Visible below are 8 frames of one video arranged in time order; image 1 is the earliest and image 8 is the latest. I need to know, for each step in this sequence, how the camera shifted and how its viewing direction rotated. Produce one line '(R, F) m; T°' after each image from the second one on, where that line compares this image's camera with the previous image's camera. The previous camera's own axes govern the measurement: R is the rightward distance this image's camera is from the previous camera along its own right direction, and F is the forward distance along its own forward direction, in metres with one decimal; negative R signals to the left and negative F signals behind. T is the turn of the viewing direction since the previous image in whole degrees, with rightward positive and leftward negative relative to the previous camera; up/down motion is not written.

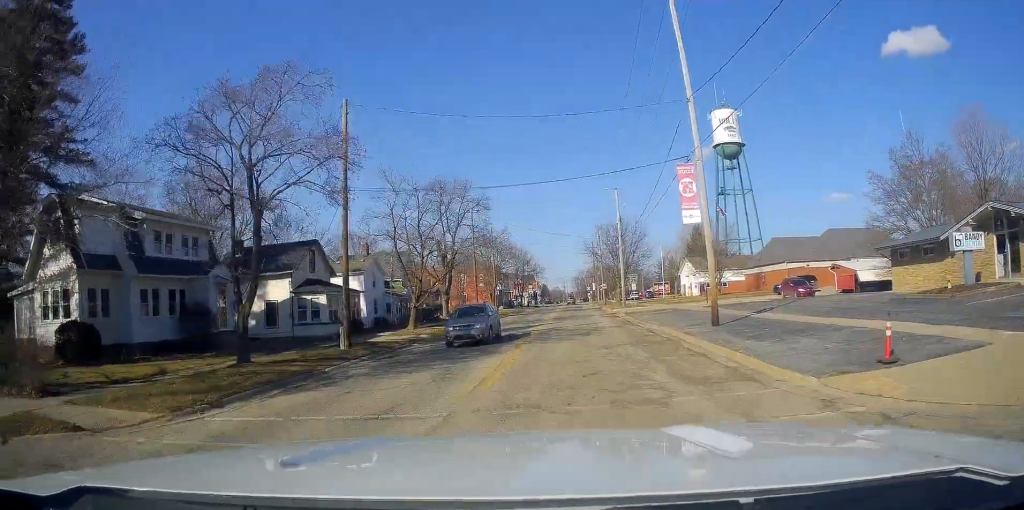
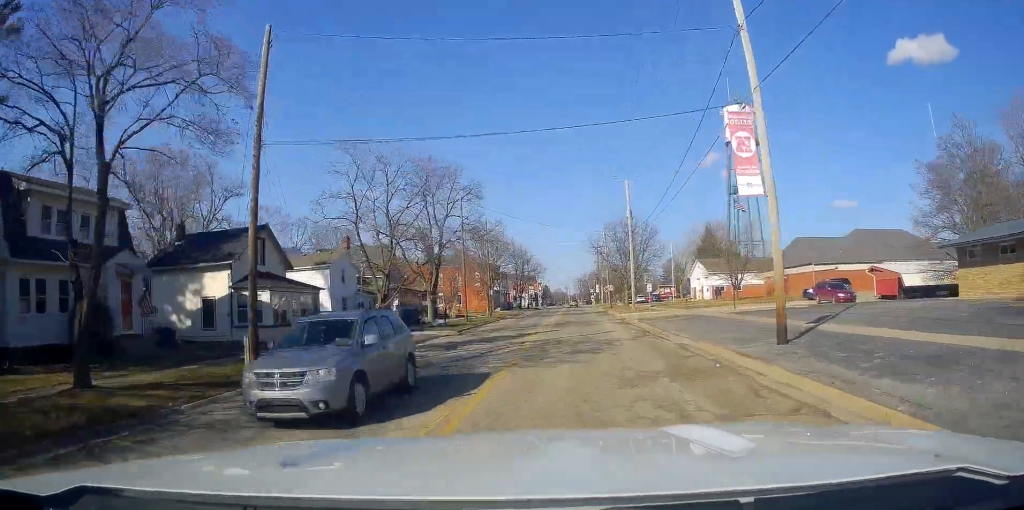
(0.0, +7.4) m; 0°
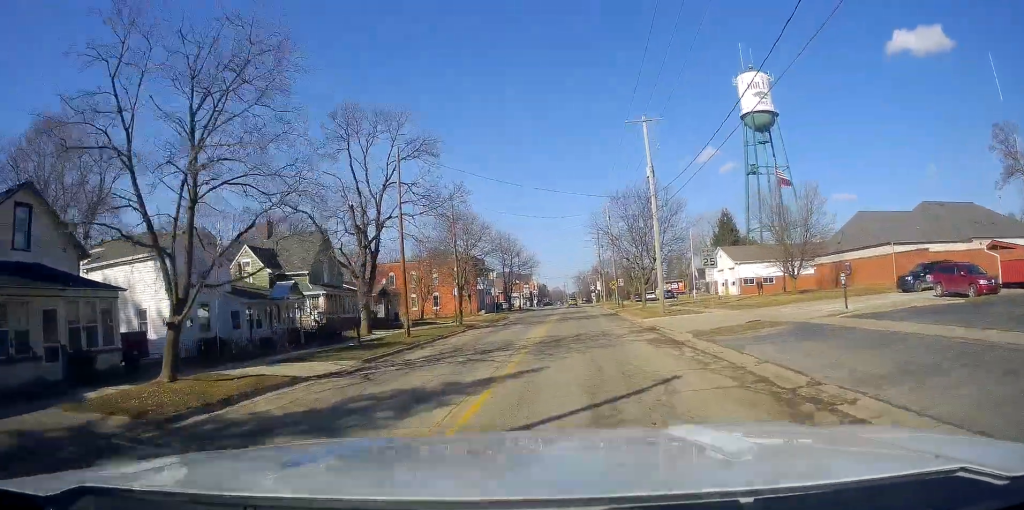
(+0.3, +16.9) m; +2°
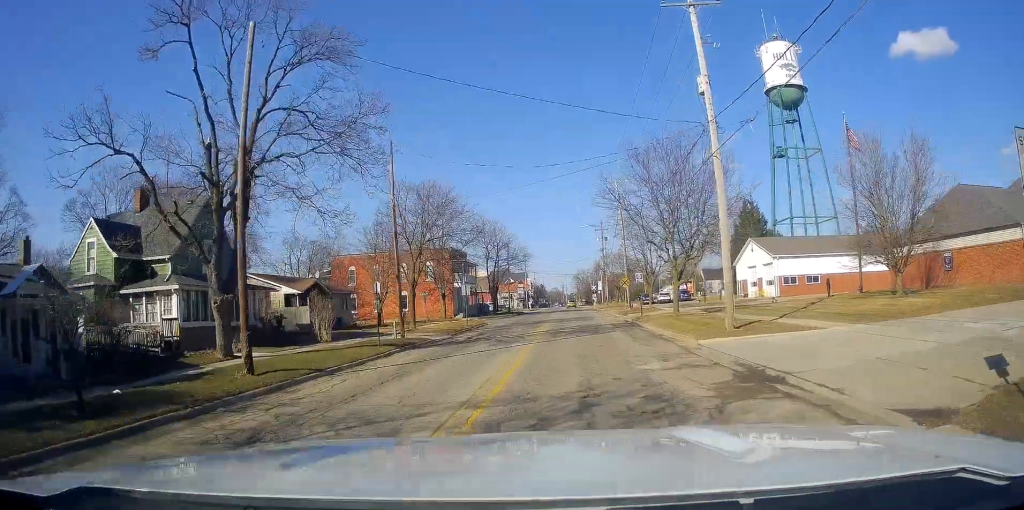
(0.0, +16.1) m; -2°
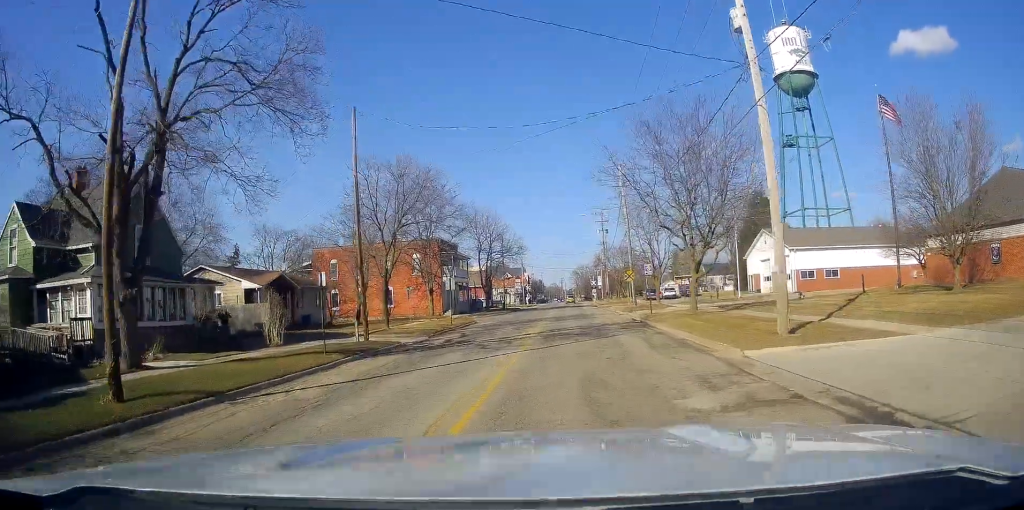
(+0.1, +5.5) m; -2°
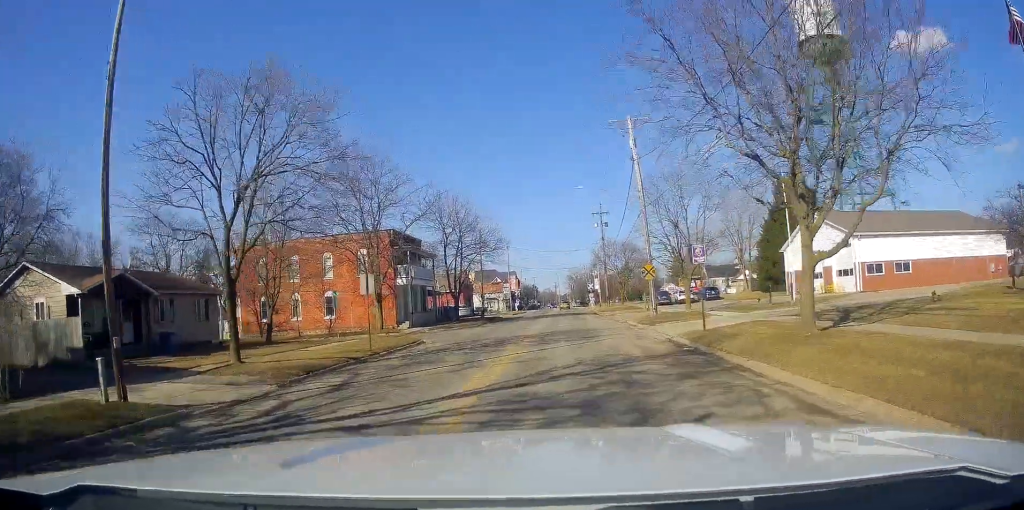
(-0.2, +15.3) m; +3°
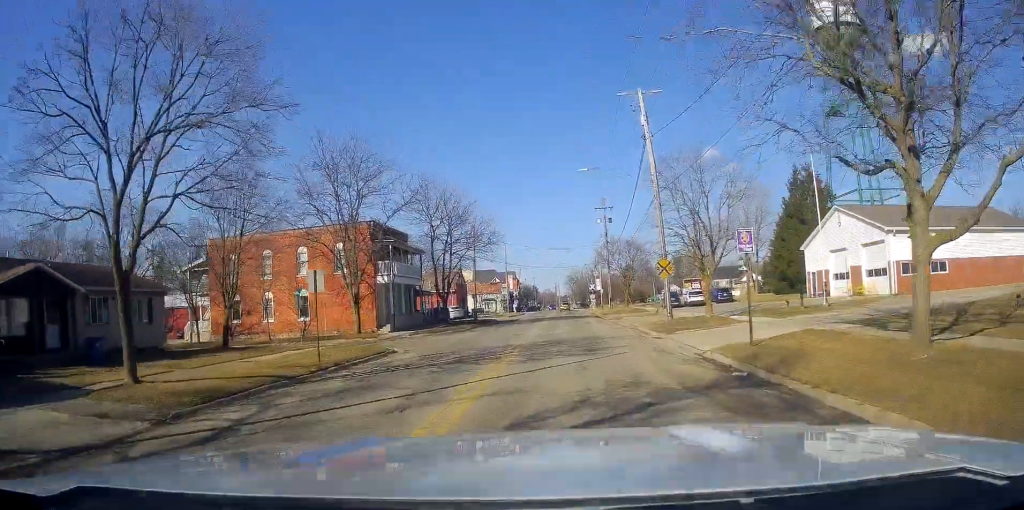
(+0.1, +5.2) m; +2°
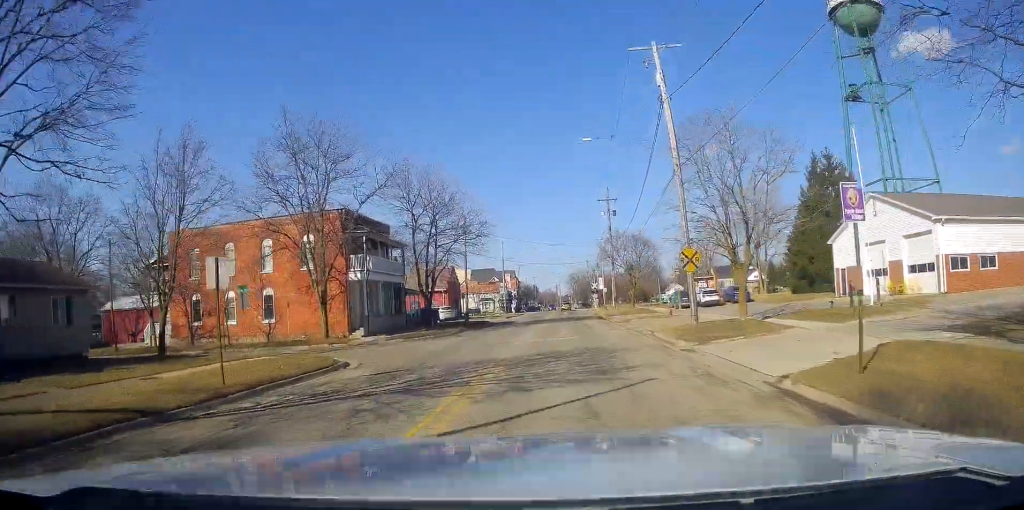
(0.0, +5.8) m; +2°
